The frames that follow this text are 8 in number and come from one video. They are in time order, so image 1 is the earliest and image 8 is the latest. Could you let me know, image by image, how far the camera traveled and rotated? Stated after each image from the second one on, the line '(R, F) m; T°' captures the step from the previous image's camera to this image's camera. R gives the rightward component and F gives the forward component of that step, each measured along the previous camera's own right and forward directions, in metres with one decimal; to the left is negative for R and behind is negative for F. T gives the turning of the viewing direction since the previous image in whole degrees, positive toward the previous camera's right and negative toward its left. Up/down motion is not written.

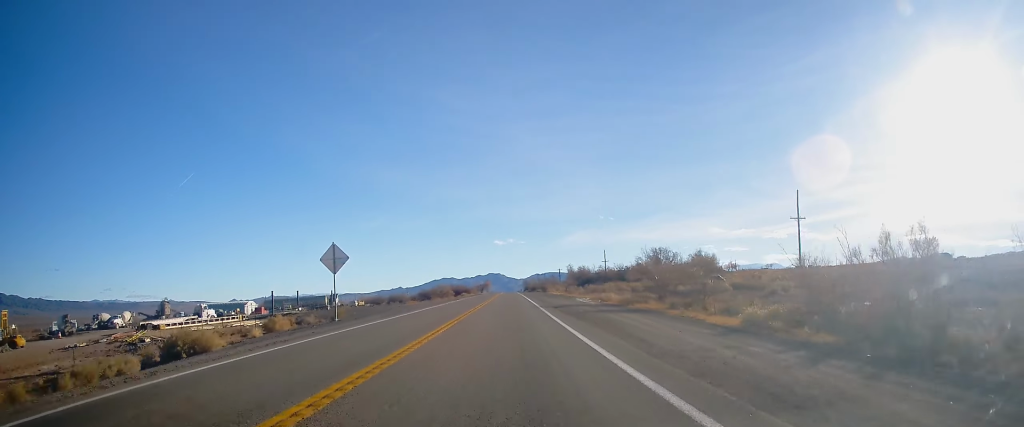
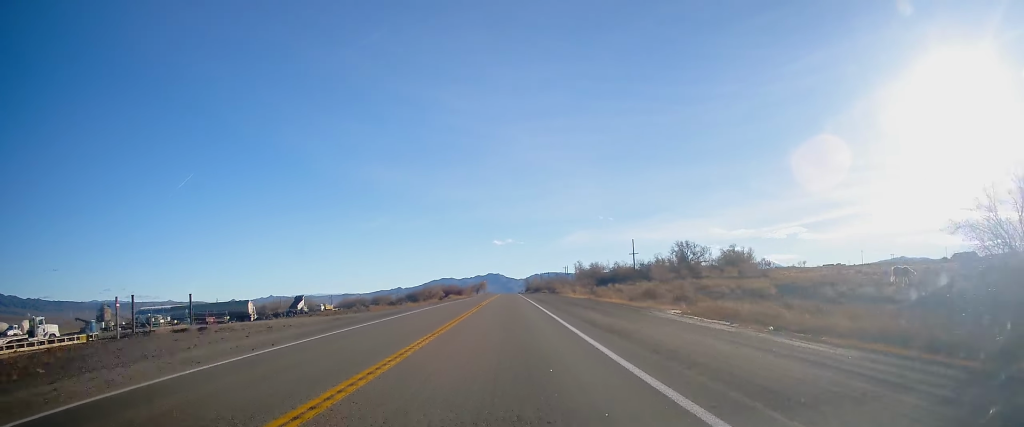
(-0.3, +34.7) m; 0°
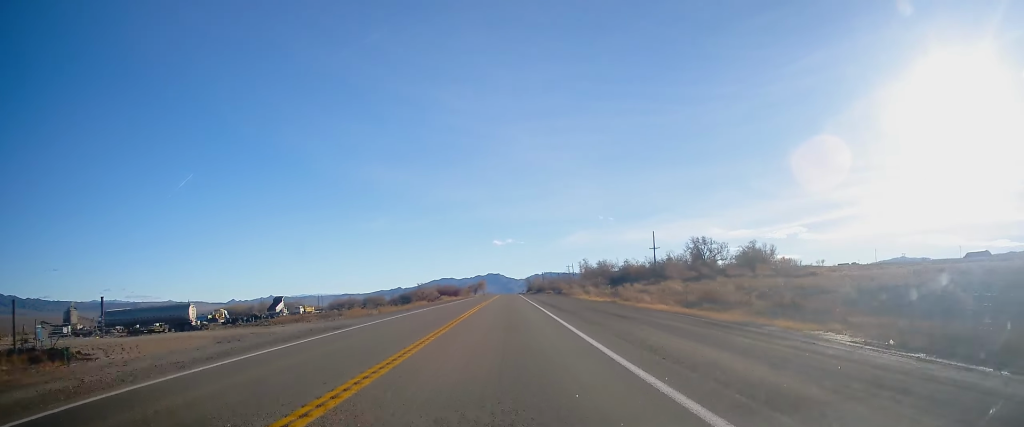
(0.0, +16.3) m; 0°
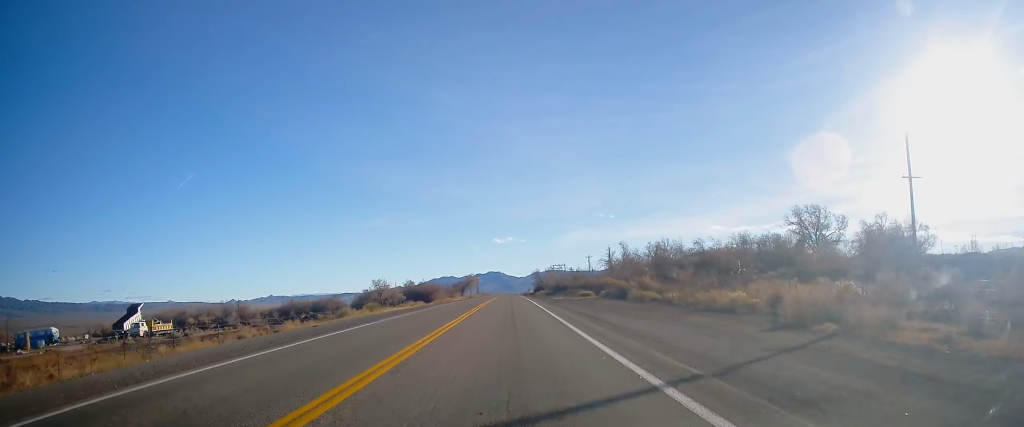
(+0.3, +67.0) m; 0°
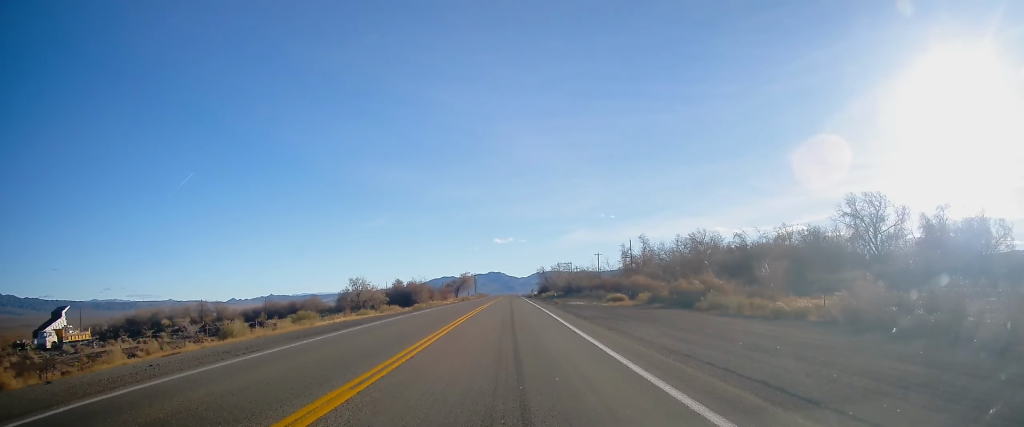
(-0.1, +20.1) m; 0°
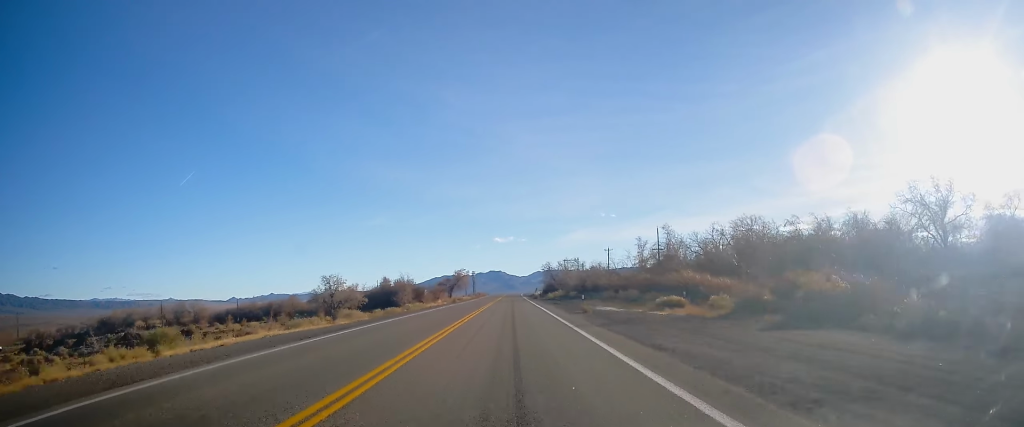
(+0.1, +17.8) m; 0°
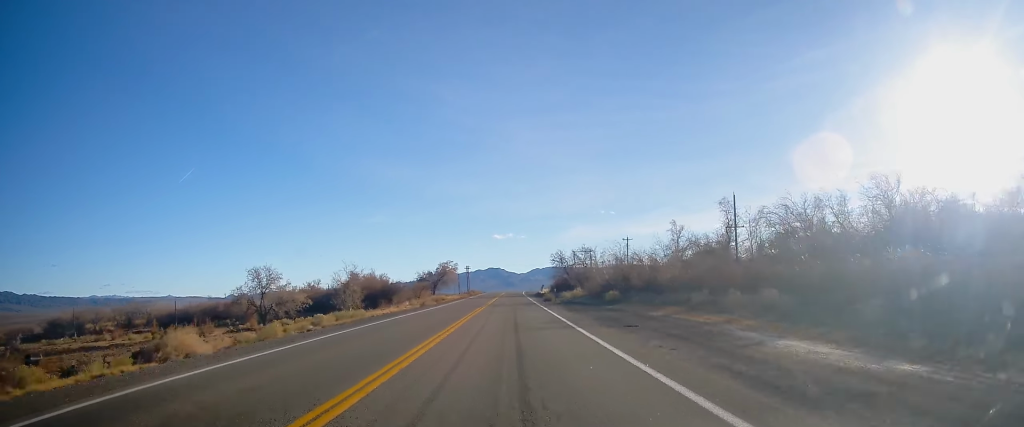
(0.0, +28.2) m; 0°
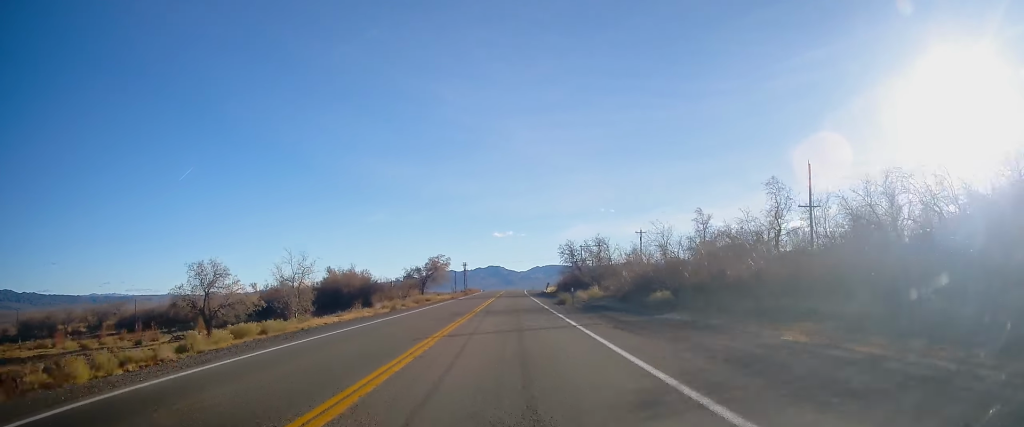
(-0.1, +14.0) m; 0°
